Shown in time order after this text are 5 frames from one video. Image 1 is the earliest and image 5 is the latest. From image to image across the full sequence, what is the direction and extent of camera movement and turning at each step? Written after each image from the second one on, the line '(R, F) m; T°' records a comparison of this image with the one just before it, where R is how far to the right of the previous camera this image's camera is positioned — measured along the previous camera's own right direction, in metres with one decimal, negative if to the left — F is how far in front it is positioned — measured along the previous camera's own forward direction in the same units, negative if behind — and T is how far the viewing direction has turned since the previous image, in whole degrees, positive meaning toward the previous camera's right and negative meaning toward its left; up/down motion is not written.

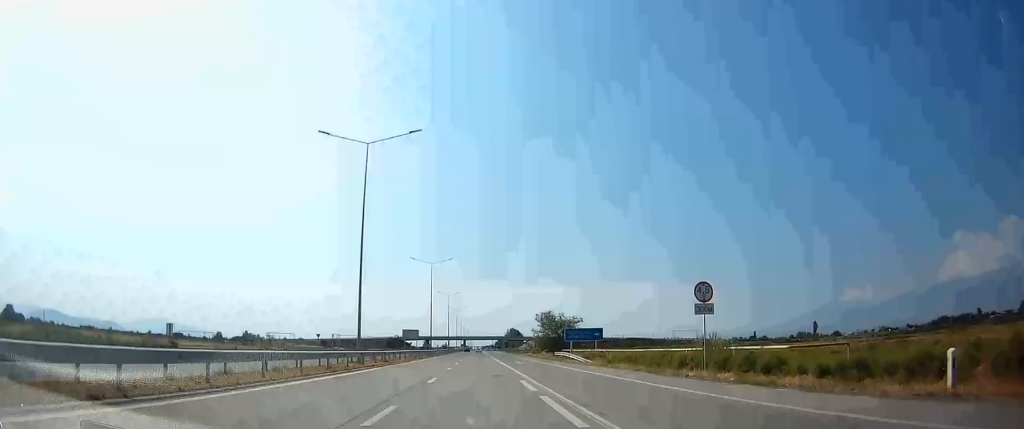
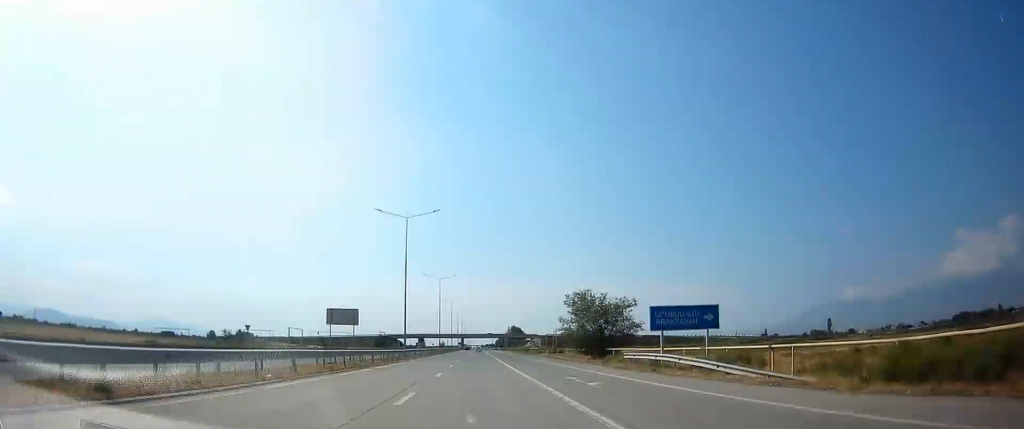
(+0.2, +32.6) m; +1°
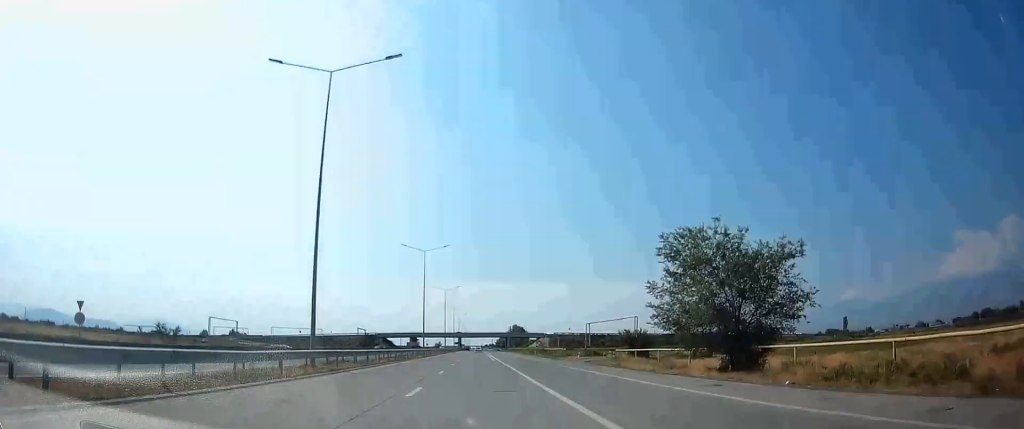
(+0.1, +33.6) m; +1°
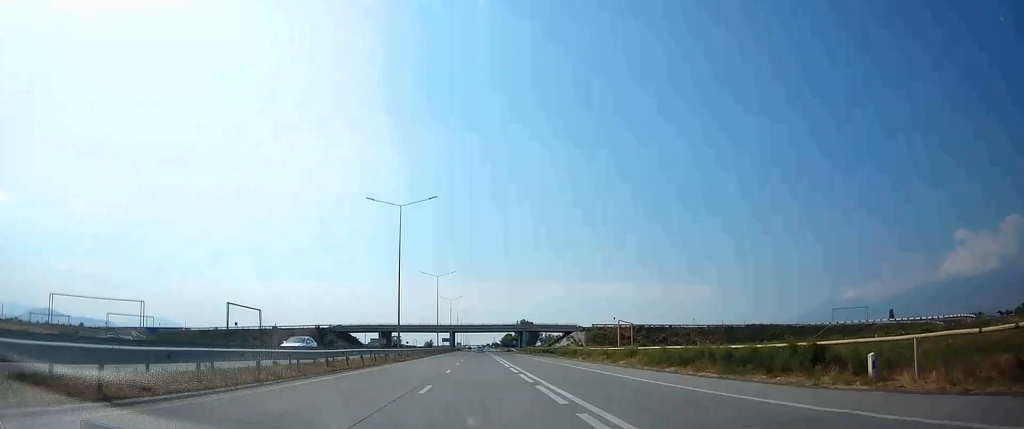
(-0.7, +82.6) m; -1°
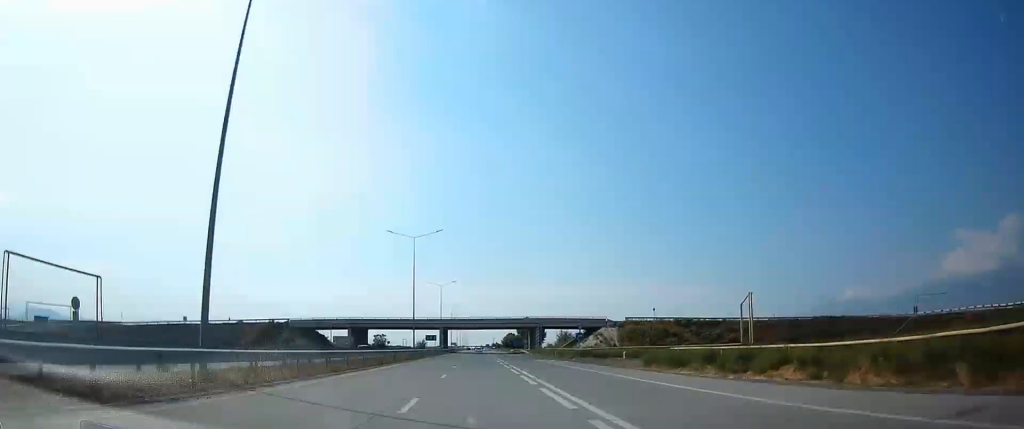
(+0.1, +40.3) m; +1°
